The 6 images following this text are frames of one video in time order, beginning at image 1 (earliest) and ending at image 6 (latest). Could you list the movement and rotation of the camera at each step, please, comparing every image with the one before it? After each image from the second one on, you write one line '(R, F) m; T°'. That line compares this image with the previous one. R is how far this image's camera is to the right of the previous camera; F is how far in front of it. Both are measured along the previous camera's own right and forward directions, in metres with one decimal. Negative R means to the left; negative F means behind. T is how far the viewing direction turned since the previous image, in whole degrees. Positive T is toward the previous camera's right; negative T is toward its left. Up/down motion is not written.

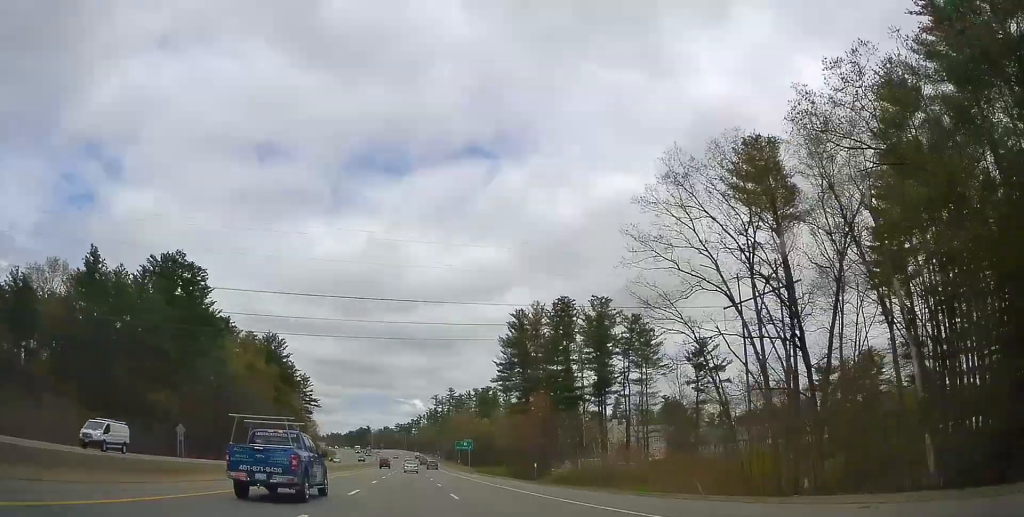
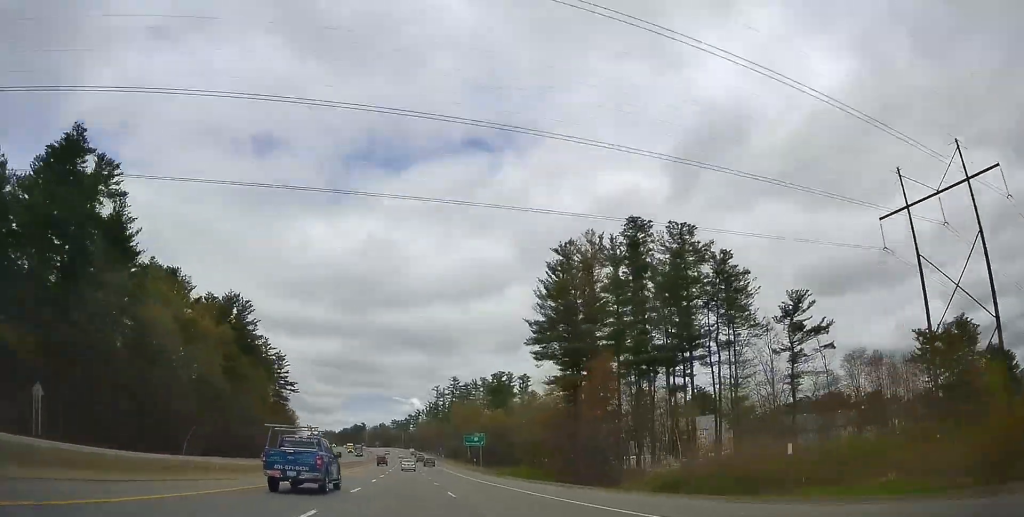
(+0.1, +35.9) m; -1°
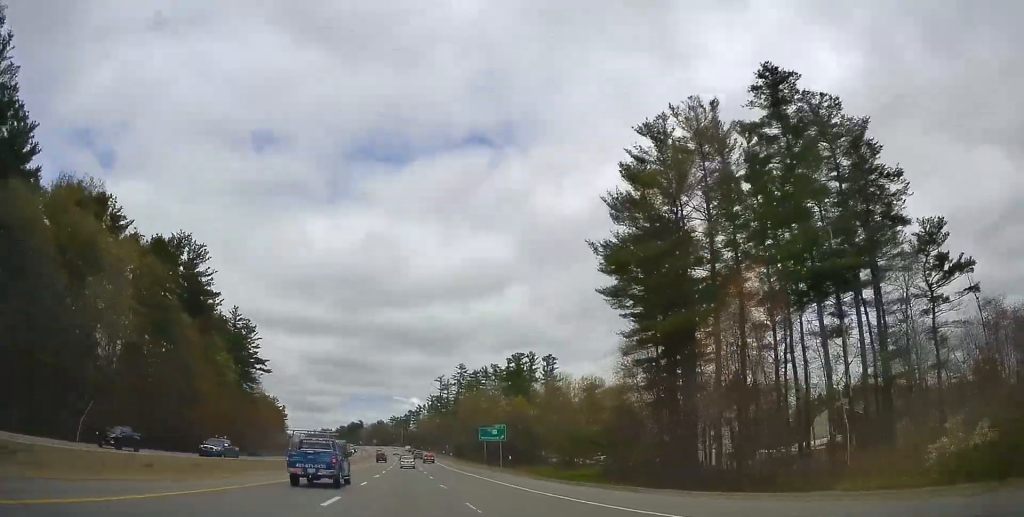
(-0.5, +31.9) m; 0°
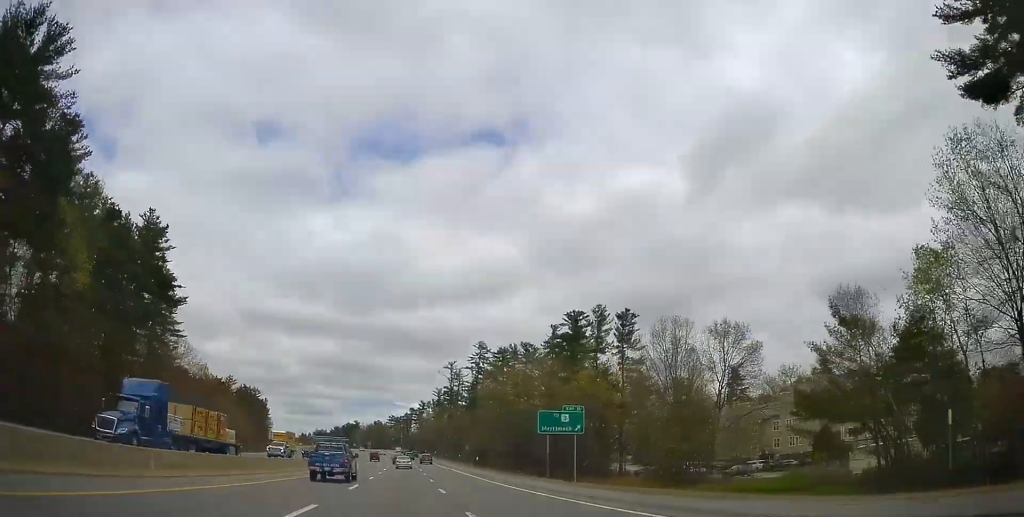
(+0.5, +52.8) m; 0°
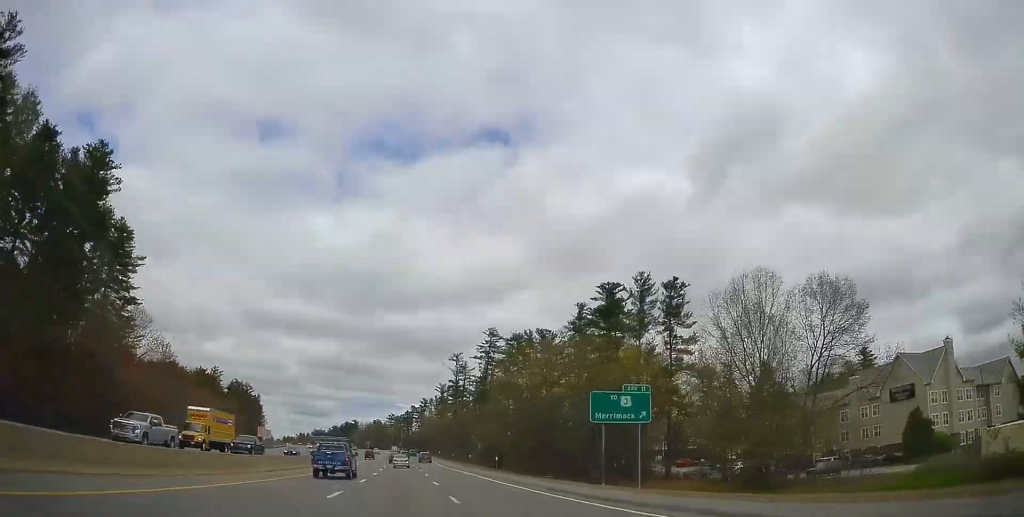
(0.0, +18.6) m; 0°
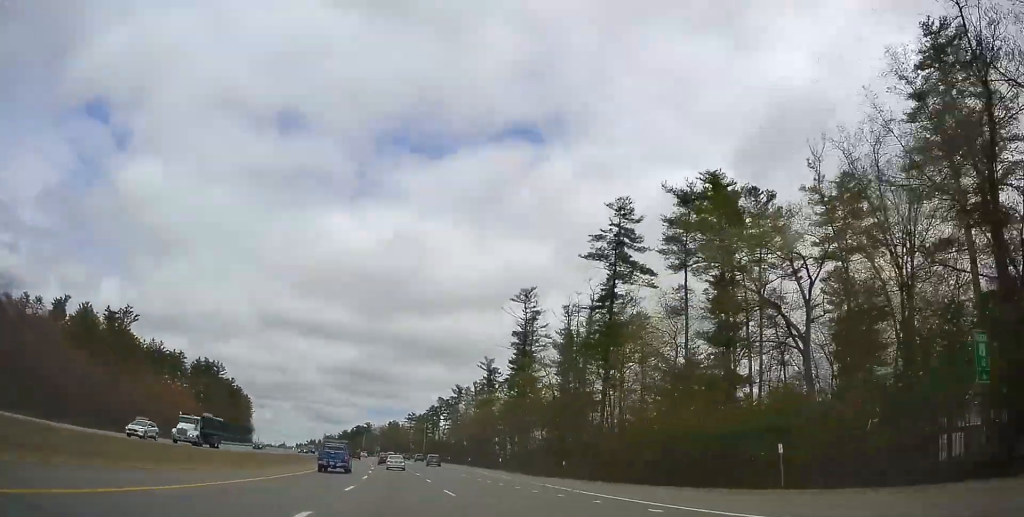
(-0.3, +82.0) m; -1°
